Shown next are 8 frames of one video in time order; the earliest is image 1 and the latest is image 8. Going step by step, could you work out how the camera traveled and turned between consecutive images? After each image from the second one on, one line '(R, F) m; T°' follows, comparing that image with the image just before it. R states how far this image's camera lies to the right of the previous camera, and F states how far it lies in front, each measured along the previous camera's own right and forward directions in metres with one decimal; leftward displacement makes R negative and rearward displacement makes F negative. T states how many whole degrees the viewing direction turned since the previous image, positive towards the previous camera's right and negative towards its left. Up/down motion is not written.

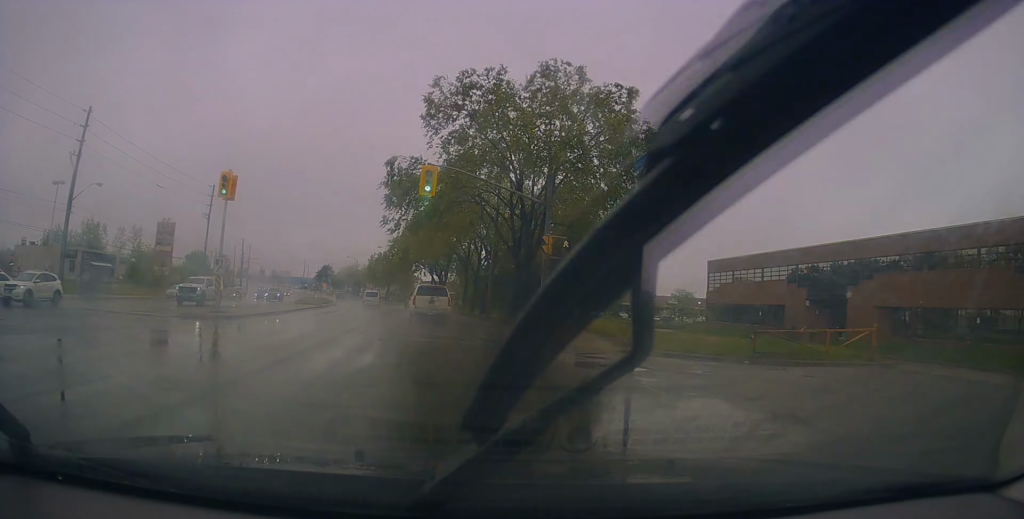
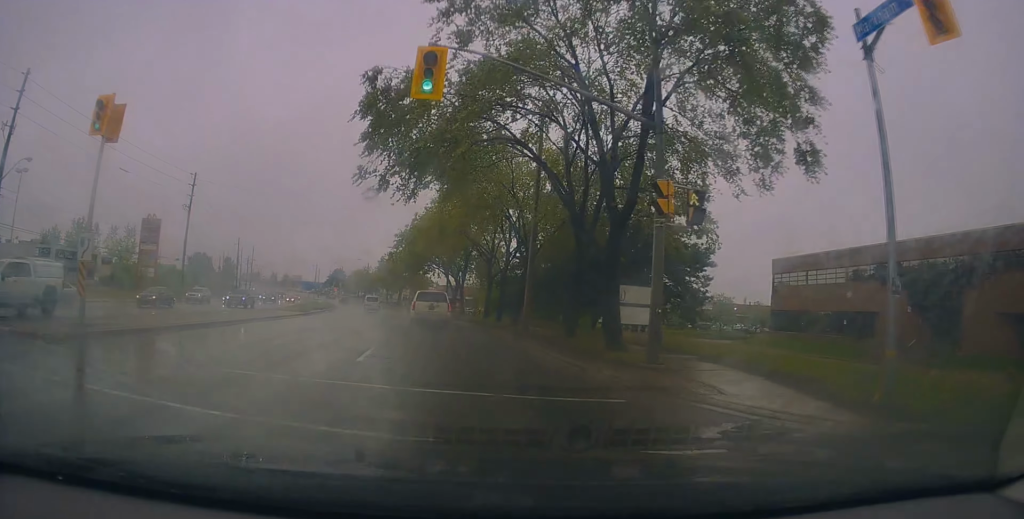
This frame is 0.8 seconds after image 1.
(-0.4, +11.2) m; -3°
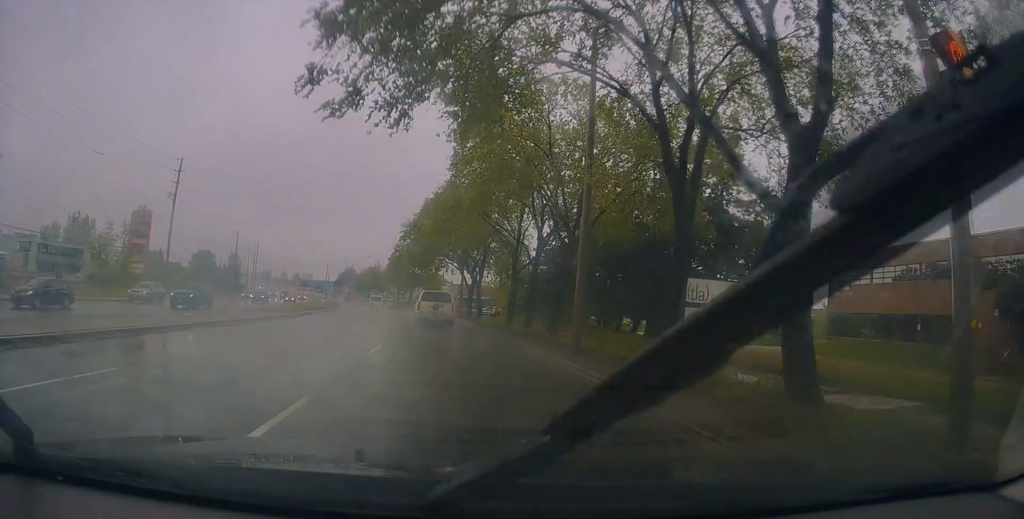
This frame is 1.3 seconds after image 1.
(-0.2, +7.1) m; -1°
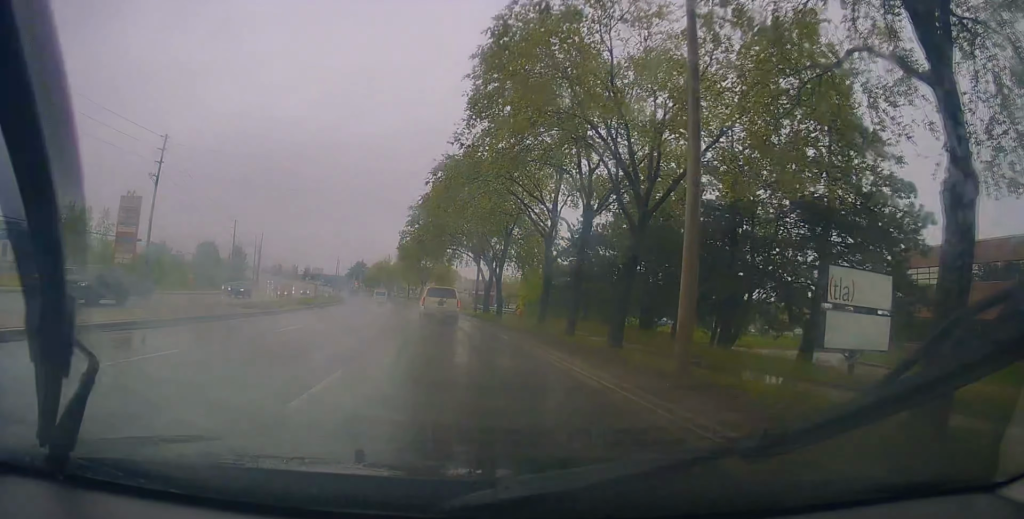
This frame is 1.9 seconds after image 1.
(-0.1, +7.3) m; -1°
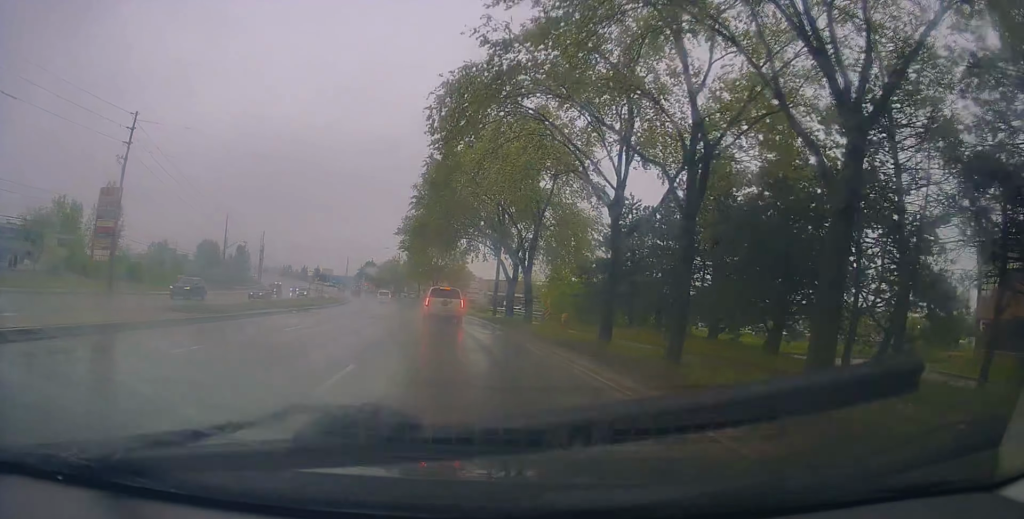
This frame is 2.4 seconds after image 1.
(0.0, +7.7) m; 0°
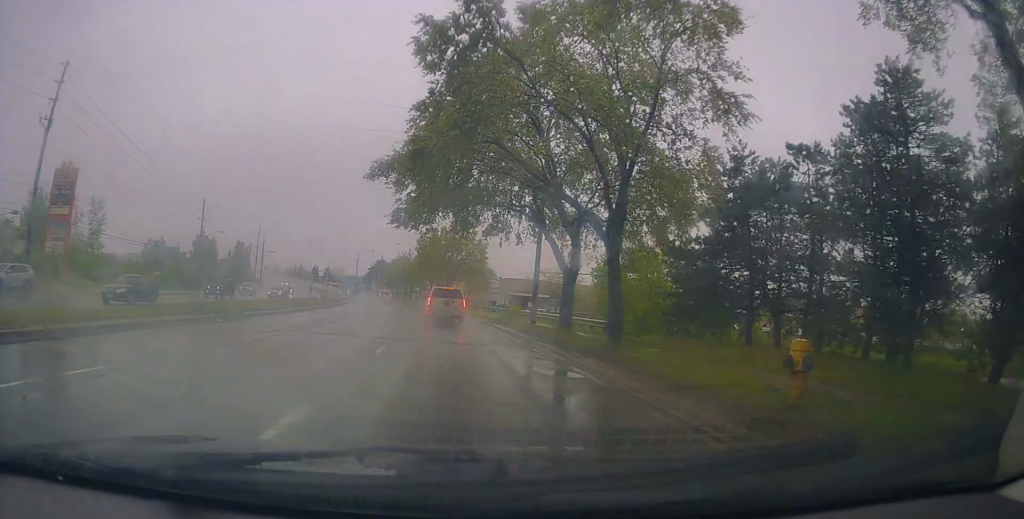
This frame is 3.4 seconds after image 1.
(0.0, +12.8) m; -2°
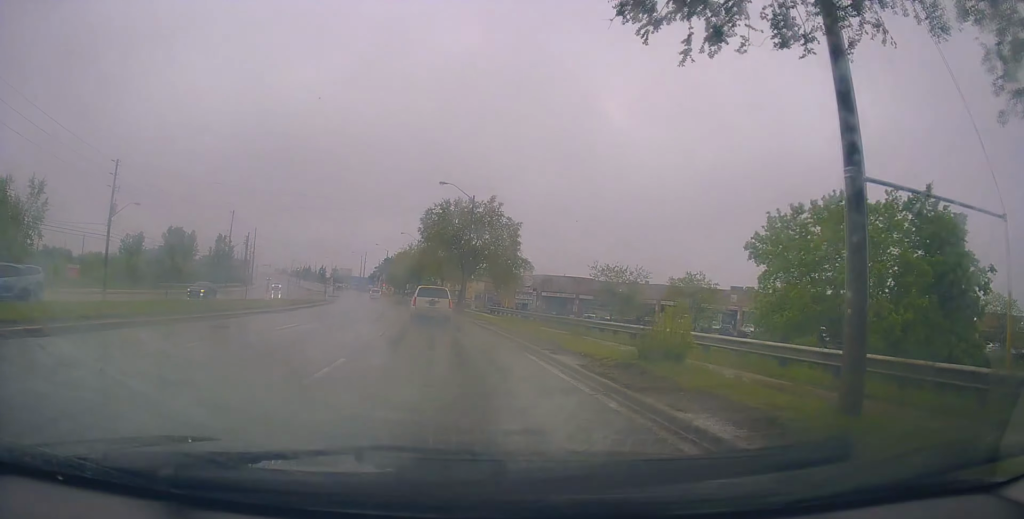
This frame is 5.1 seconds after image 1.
(-0.9, +21.9) m; -3°
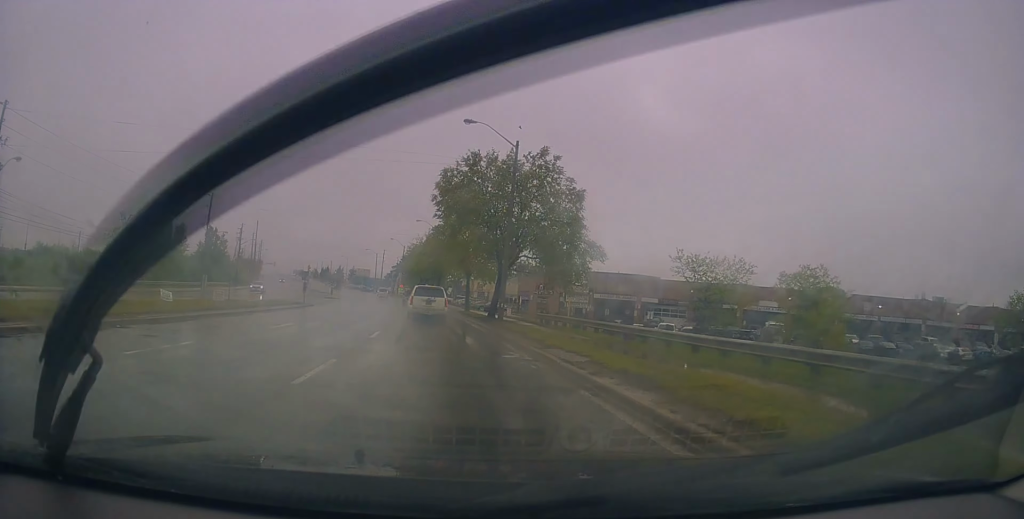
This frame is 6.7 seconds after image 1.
(0.0, +18.2) m; -3°
